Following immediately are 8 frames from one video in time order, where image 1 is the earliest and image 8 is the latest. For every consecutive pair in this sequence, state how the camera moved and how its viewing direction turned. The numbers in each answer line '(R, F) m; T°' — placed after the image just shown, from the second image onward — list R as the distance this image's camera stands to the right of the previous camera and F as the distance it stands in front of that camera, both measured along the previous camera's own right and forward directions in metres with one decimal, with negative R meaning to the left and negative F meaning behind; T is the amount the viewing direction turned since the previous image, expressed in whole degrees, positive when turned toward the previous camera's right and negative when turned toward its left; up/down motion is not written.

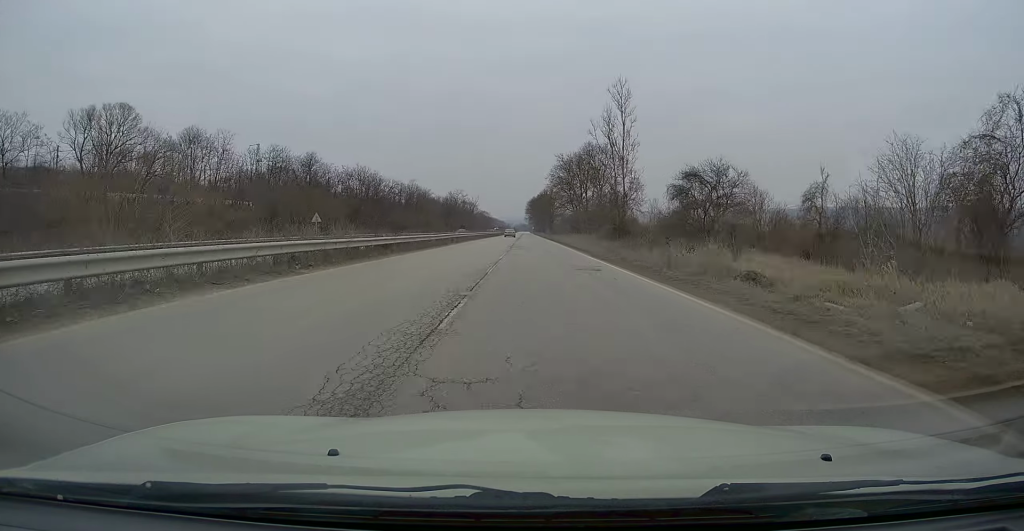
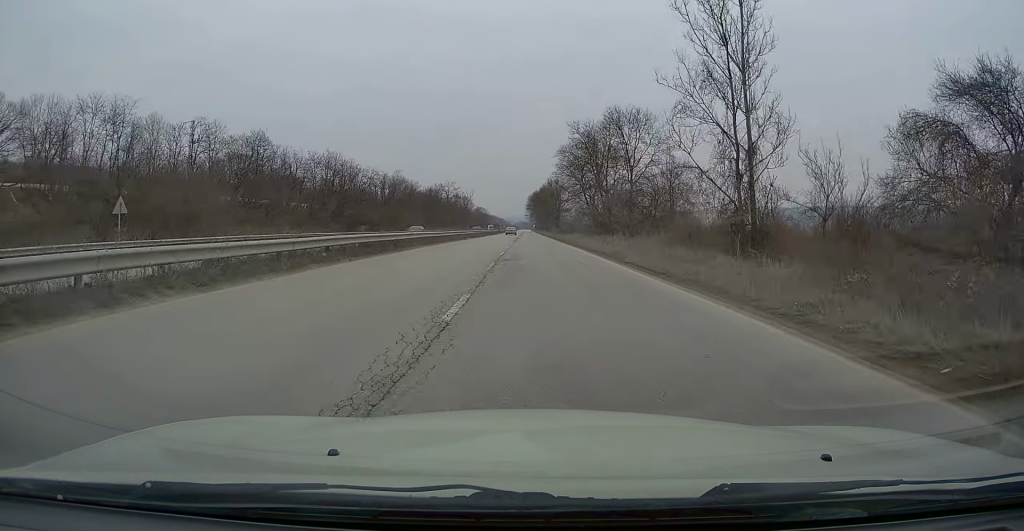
(-0.2, +26.5) m; 0°
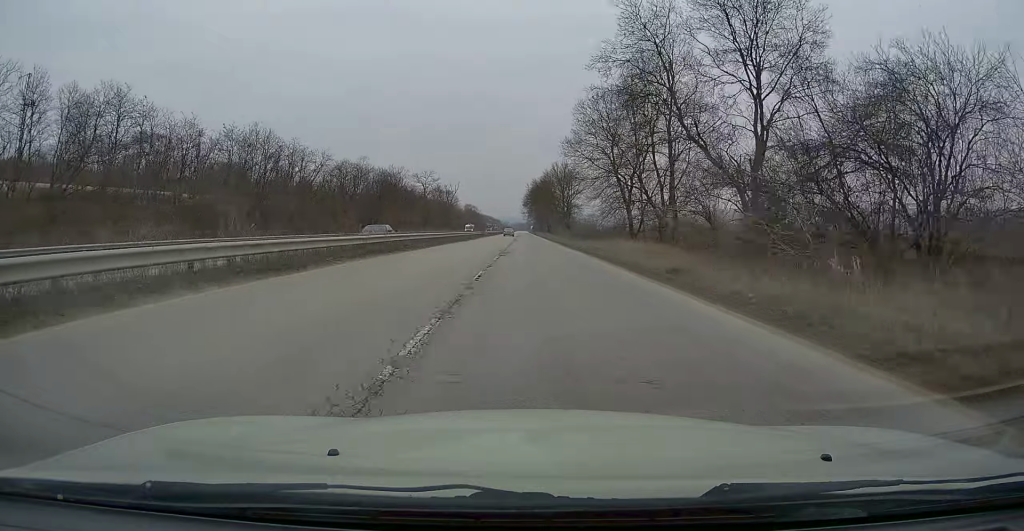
(+0.3, +38.3) m; +1°
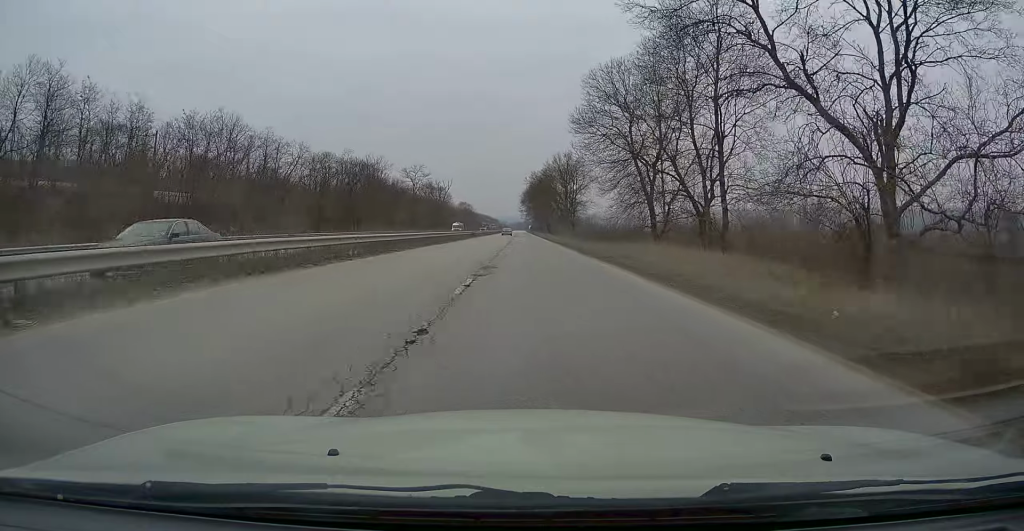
(0.0, +12.0) m; 0°
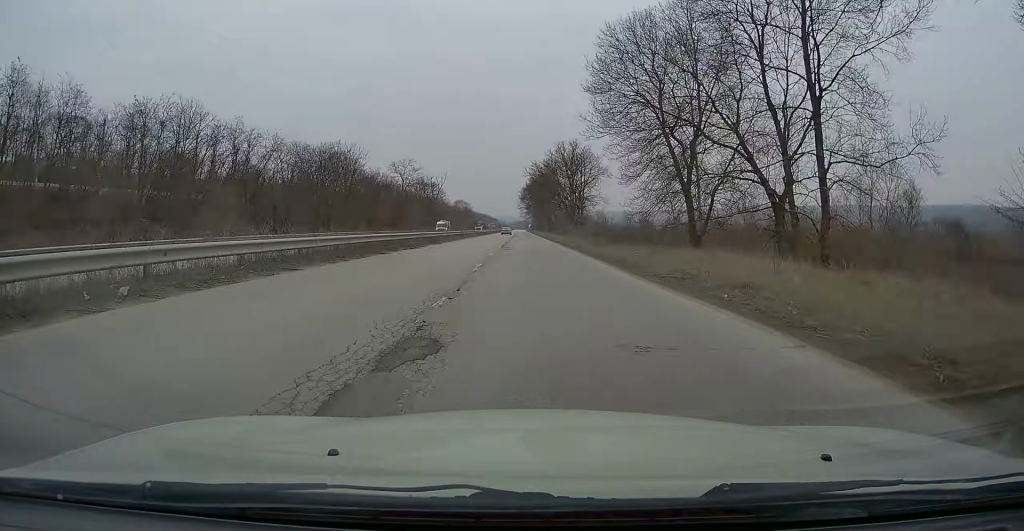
(0.0, +12.0) m; 0°
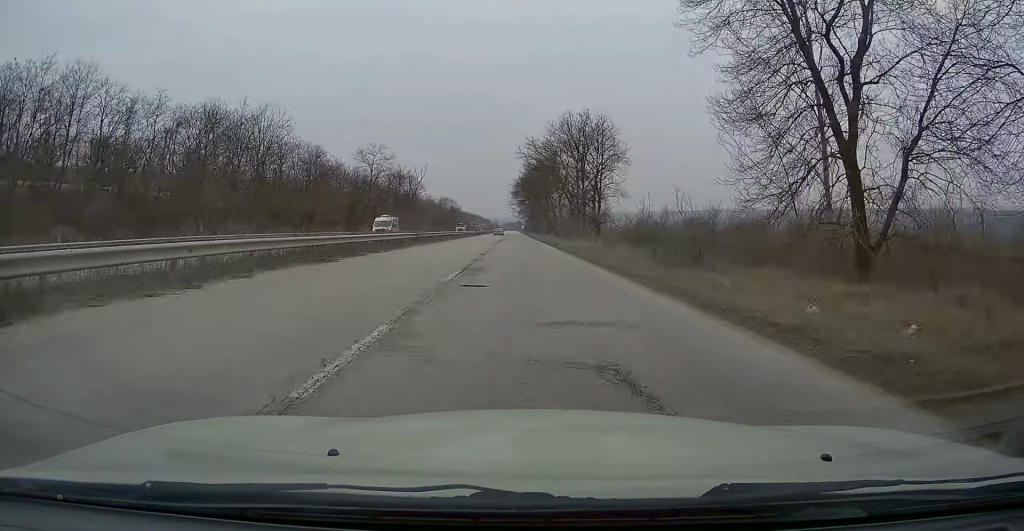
(-0.2, +21.2) m; 0°
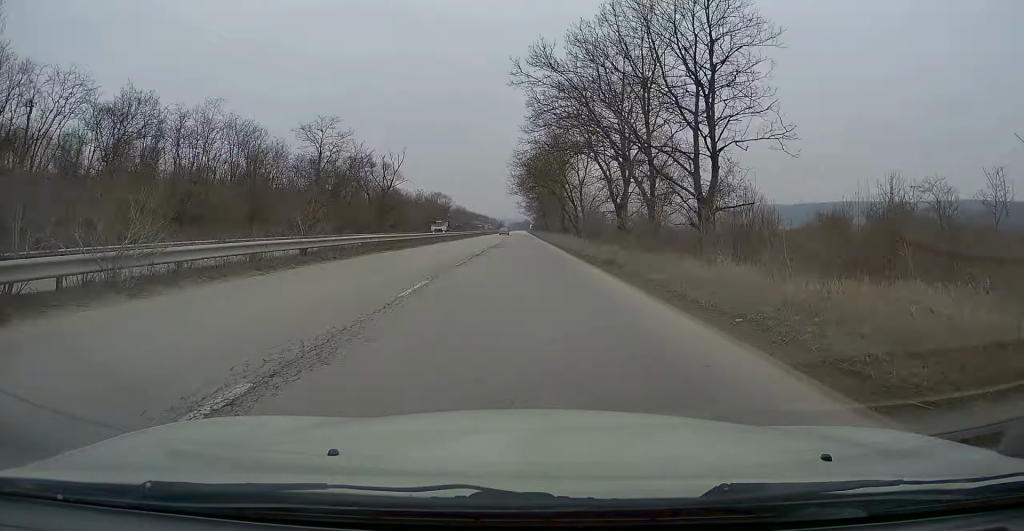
(+0.3, +29.4) m; 0°
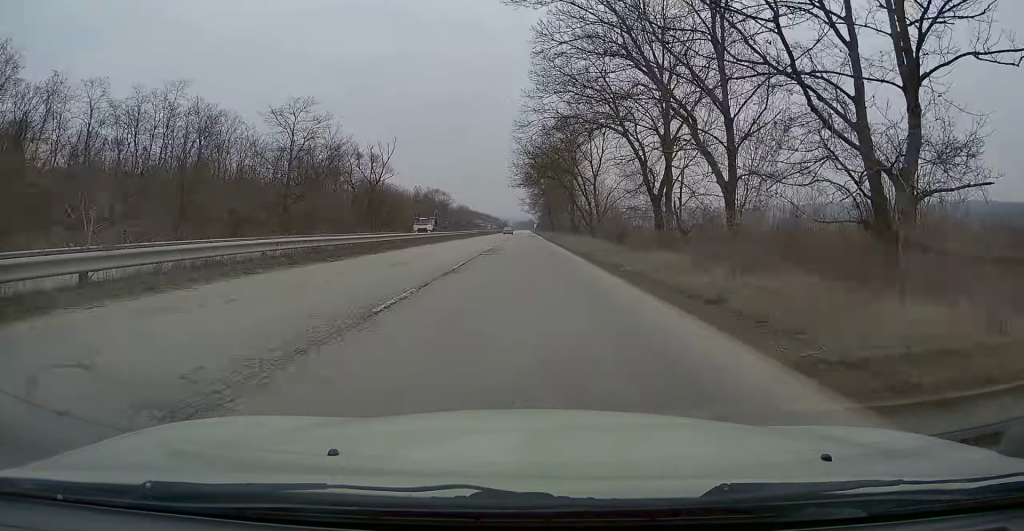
(0.0, +10.8) m; 0°
